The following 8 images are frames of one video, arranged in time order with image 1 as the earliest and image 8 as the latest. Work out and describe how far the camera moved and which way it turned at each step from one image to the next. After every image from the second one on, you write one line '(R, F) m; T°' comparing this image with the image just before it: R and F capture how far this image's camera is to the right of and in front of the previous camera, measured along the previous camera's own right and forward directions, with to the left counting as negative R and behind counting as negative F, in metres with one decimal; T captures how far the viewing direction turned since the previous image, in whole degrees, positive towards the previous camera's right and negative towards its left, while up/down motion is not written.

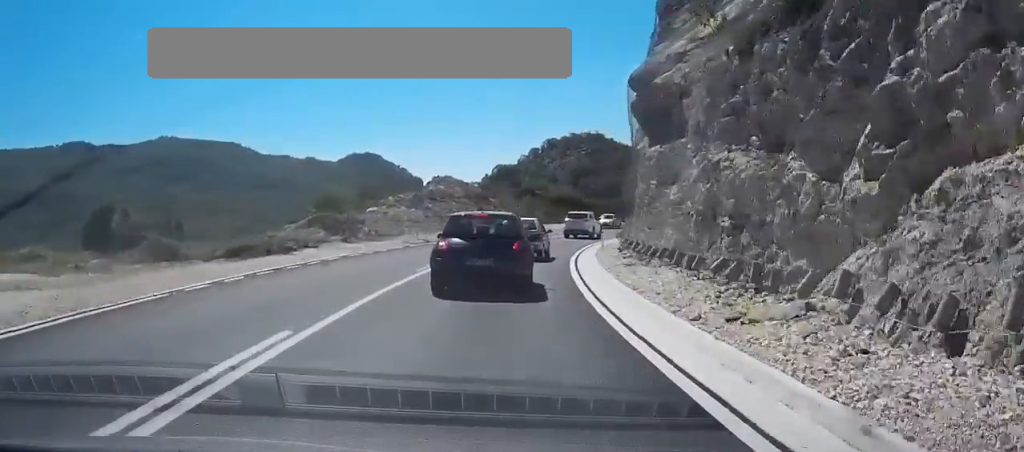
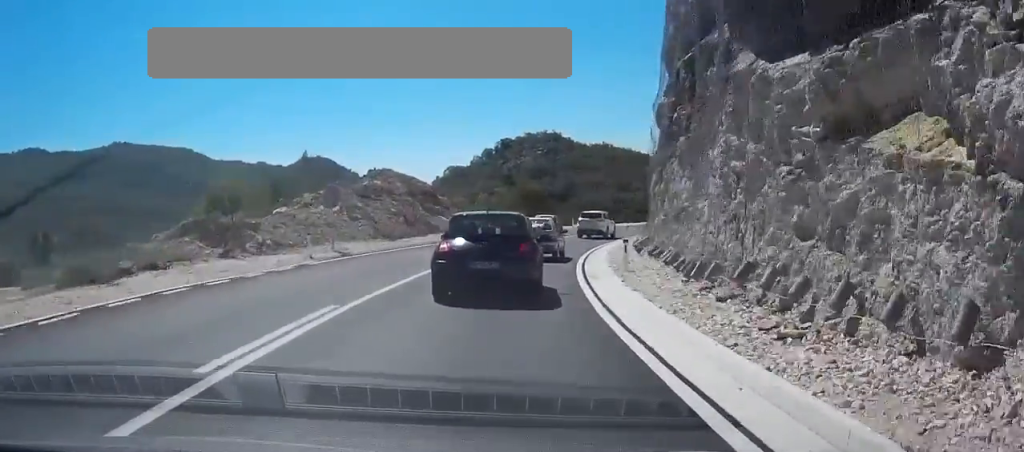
(+0.5, +12.5) m; +3°
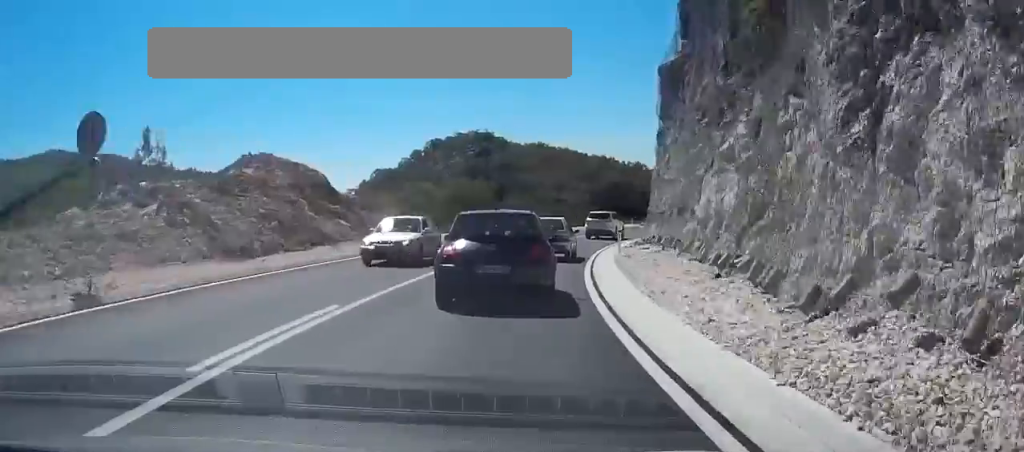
(+0.4, +15.4) m; +4°
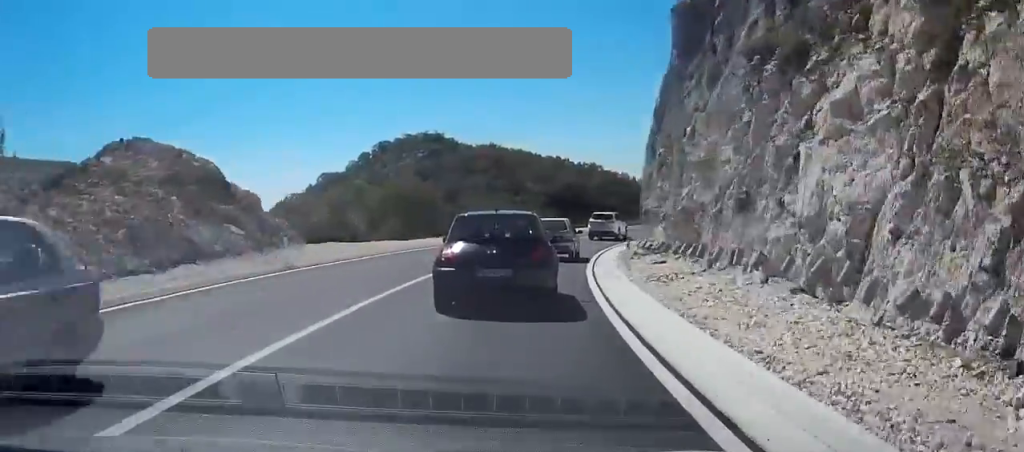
(-0.1, +10.0) m; +3°
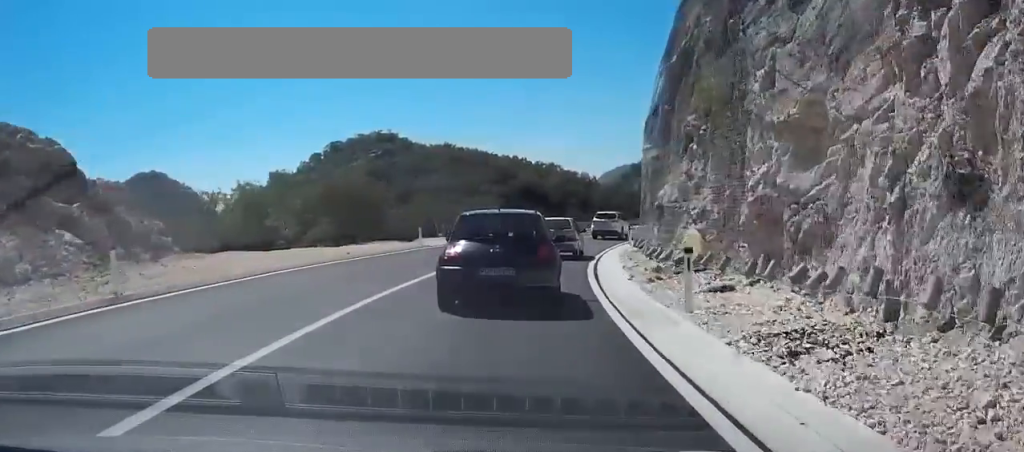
(+0.5, +8.8) m; +4°
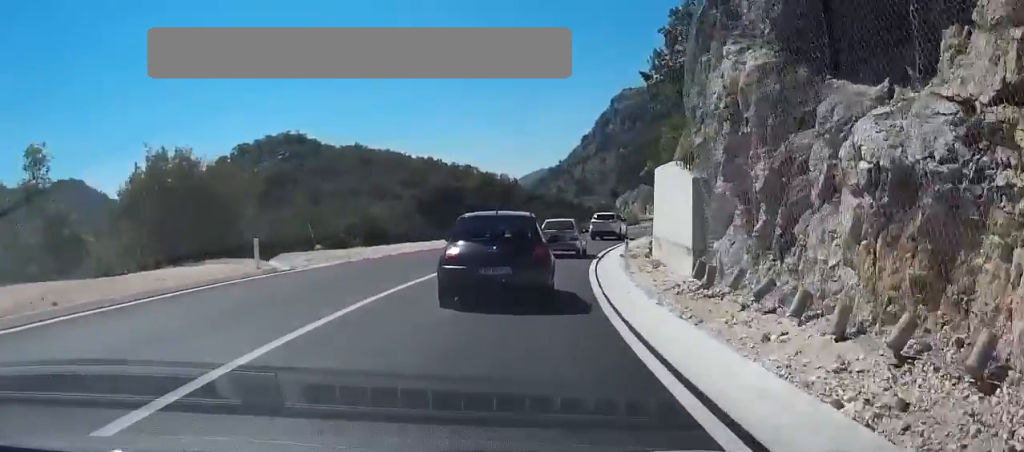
(+1.0, +15.5) m; +8°
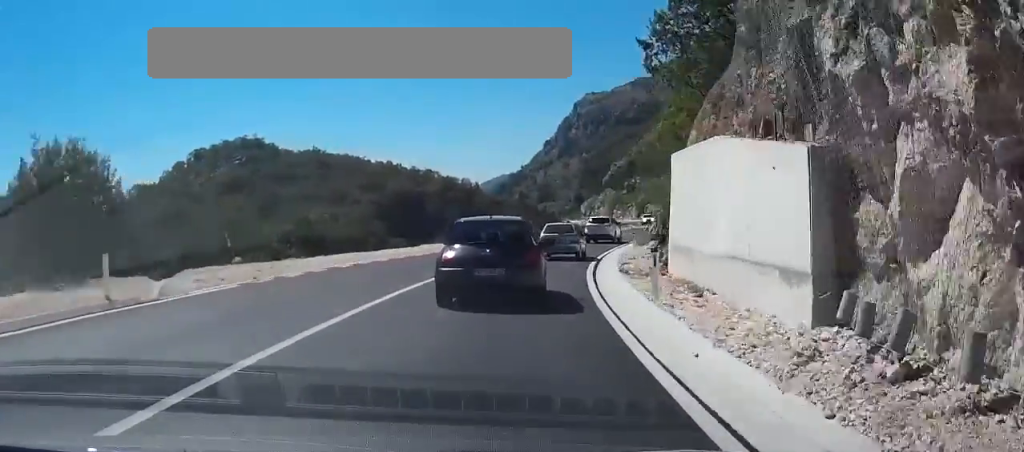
(+0.2, +6.8) m; +4°
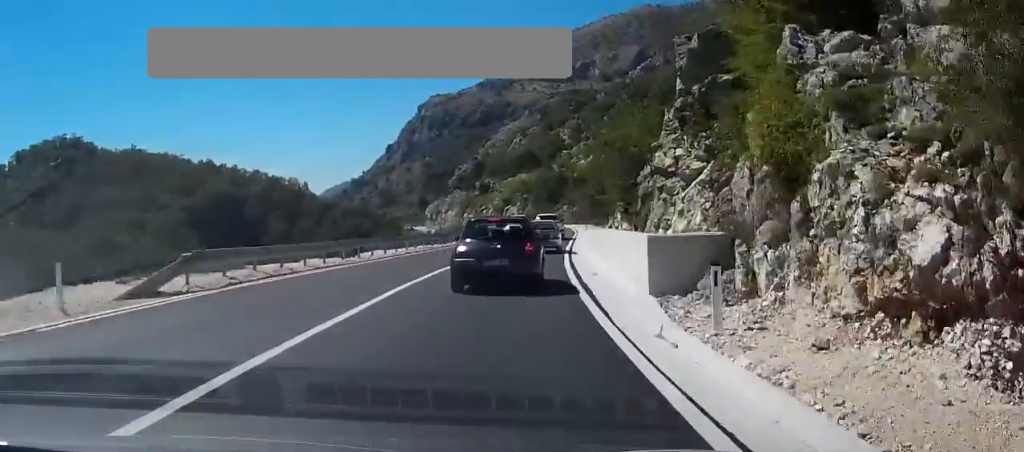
(+3.5, +28.5) m; +13°
